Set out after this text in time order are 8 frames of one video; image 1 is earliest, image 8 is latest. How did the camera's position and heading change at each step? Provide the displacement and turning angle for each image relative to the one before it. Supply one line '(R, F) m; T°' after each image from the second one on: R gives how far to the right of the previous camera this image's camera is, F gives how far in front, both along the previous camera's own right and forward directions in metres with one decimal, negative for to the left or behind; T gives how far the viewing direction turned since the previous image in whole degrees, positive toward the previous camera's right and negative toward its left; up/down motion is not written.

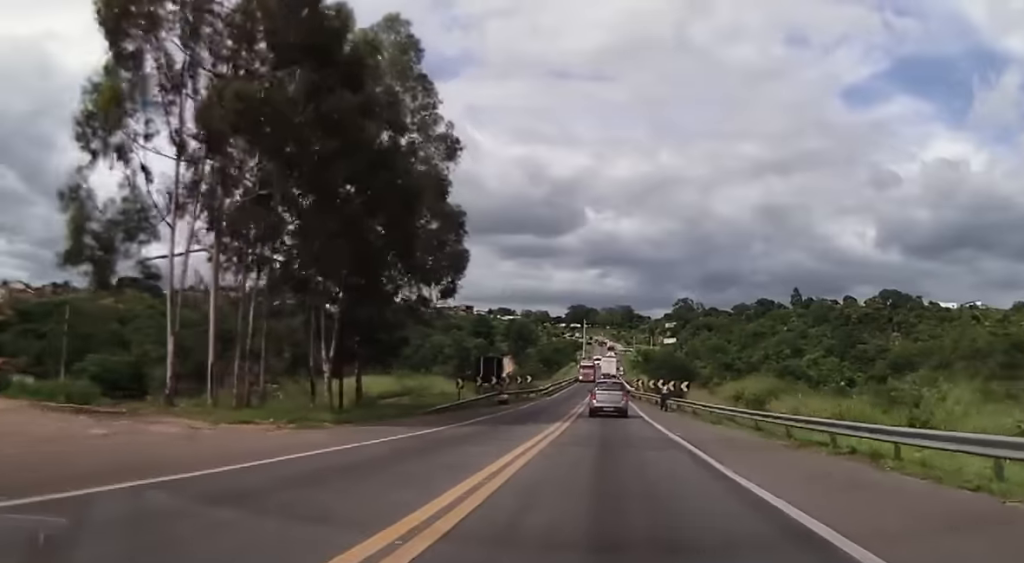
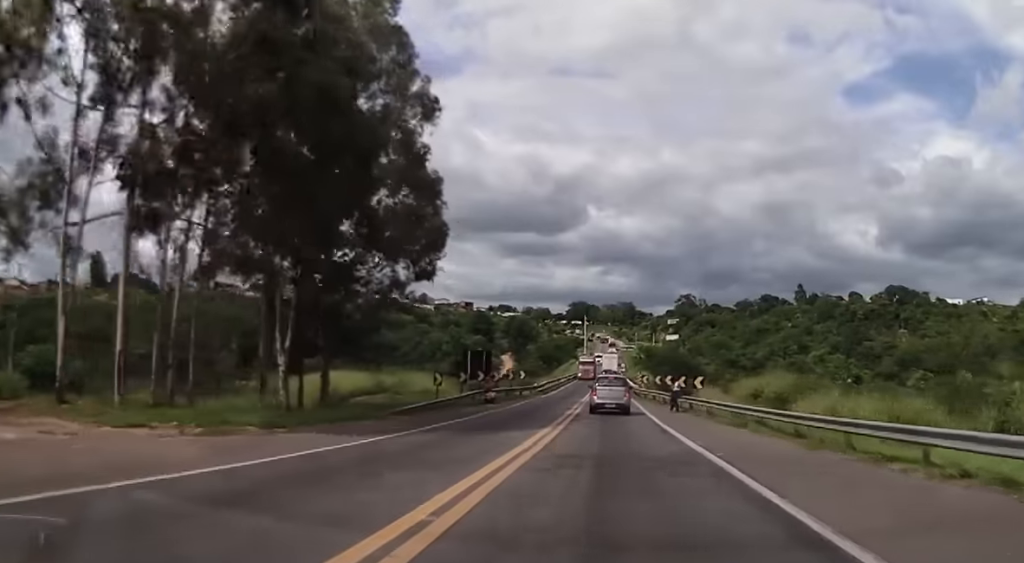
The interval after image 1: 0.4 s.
(+0.2, +5.9) m; 0°
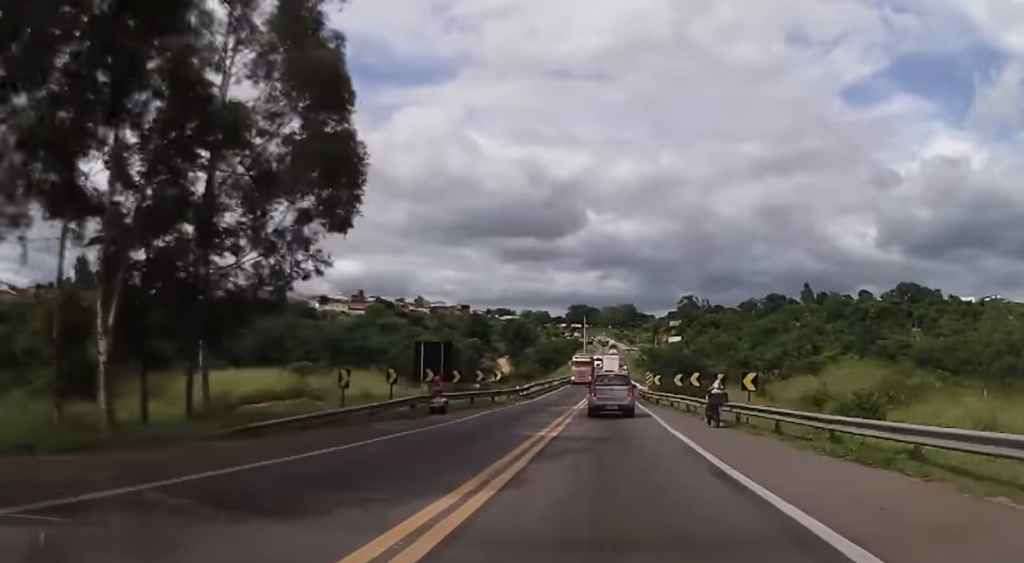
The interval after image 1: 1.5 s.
(-0.6, +14.0) m; -1°
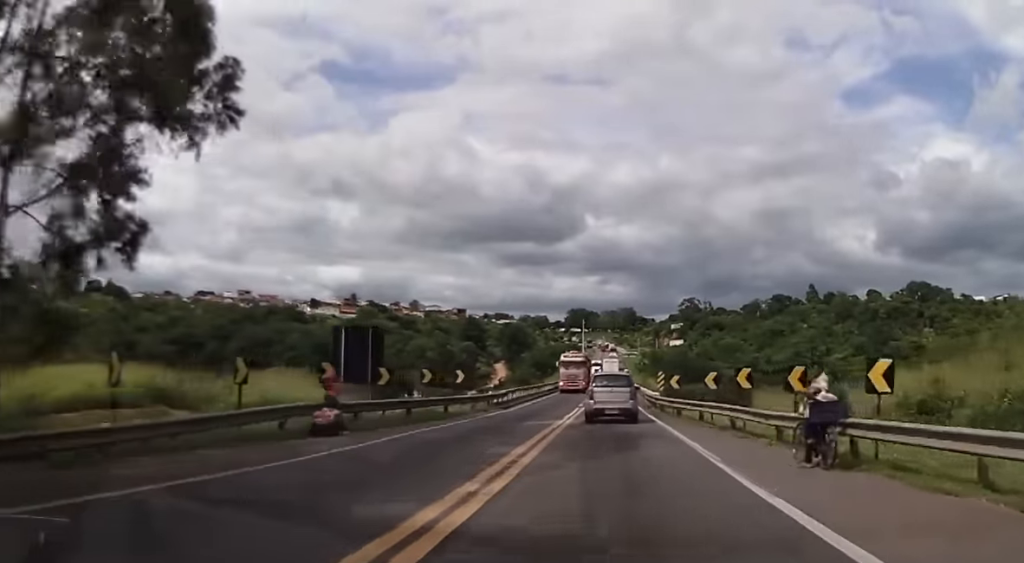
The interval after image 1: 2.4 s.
(+0.4, +12.5) m; +2°
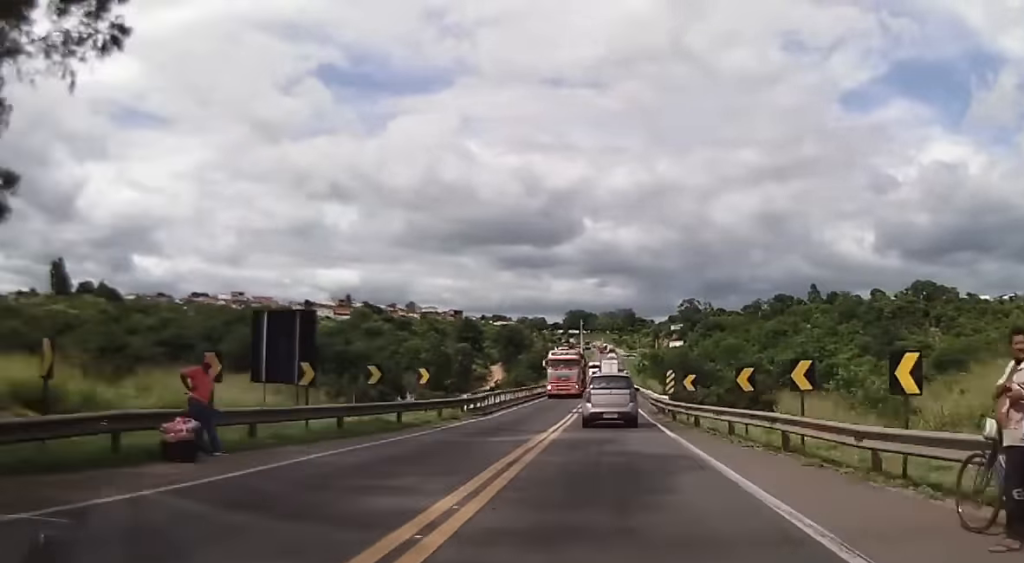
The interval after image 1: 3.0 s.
(0.0, +7.0) m; -1°
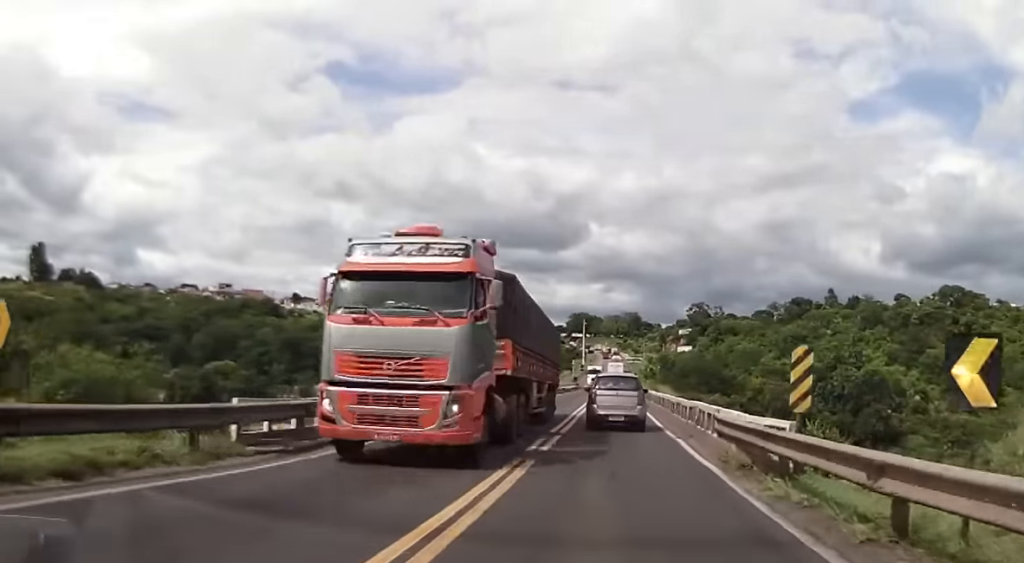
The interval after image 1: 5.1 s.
(+0.4, +23.9) m; +2°
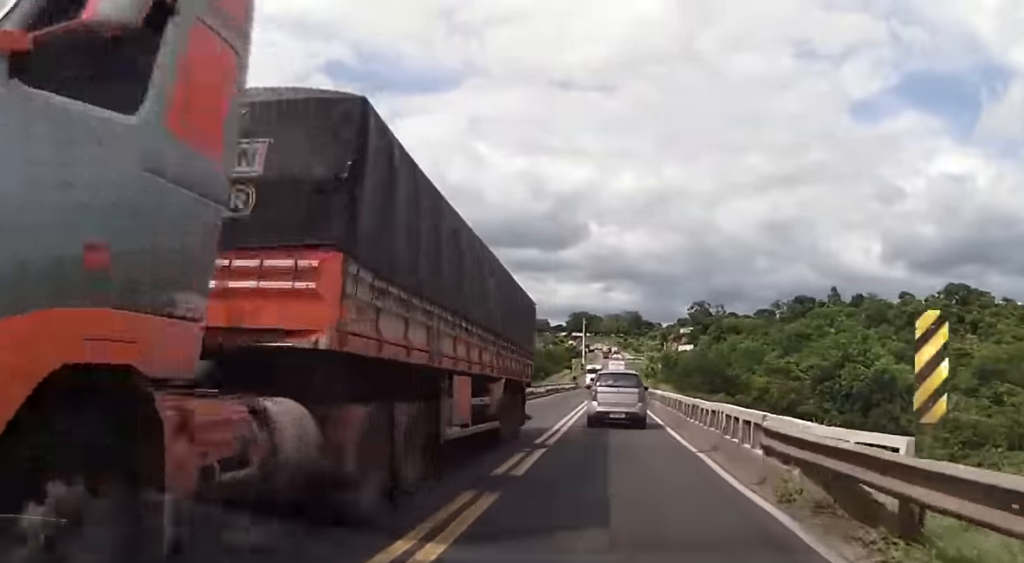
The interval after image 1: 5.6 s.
(+0.1, +4.8) m; 0°
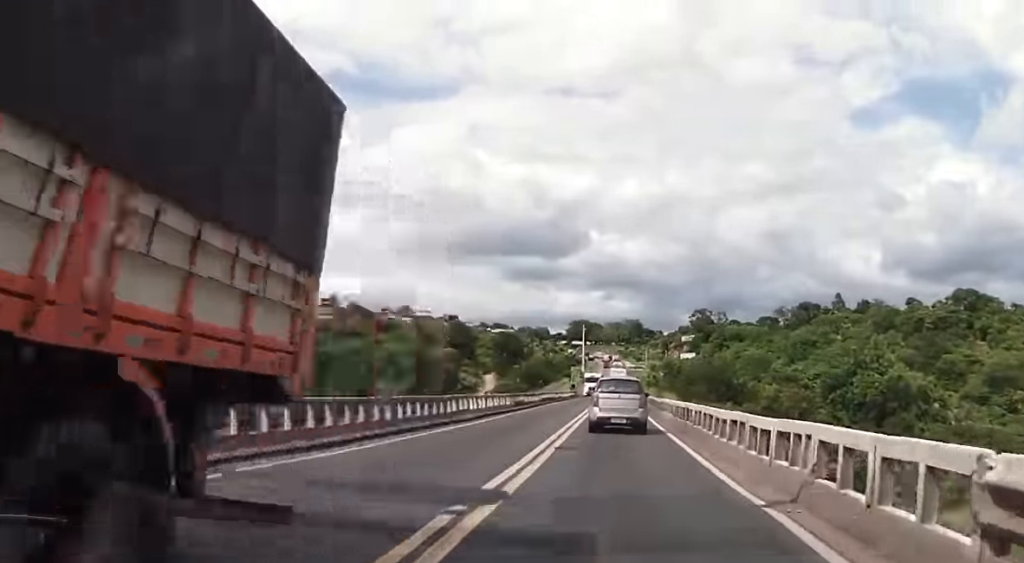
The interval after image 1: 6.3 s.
(-0.4, +6.8) m; -3°
